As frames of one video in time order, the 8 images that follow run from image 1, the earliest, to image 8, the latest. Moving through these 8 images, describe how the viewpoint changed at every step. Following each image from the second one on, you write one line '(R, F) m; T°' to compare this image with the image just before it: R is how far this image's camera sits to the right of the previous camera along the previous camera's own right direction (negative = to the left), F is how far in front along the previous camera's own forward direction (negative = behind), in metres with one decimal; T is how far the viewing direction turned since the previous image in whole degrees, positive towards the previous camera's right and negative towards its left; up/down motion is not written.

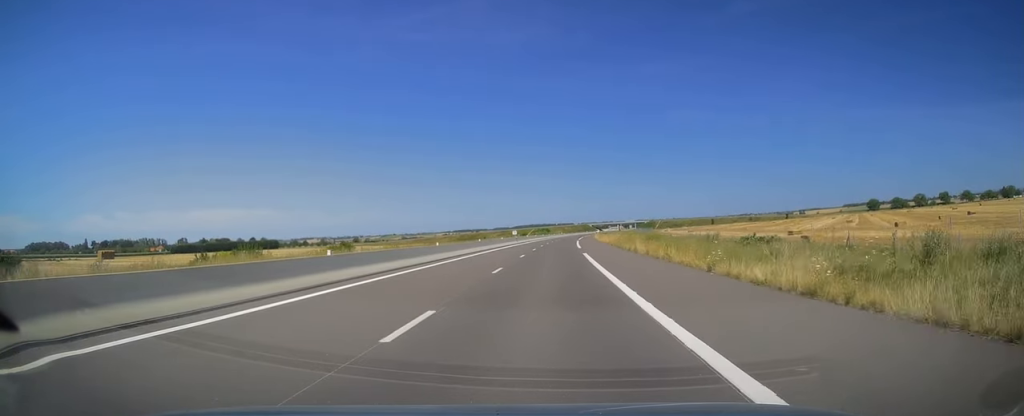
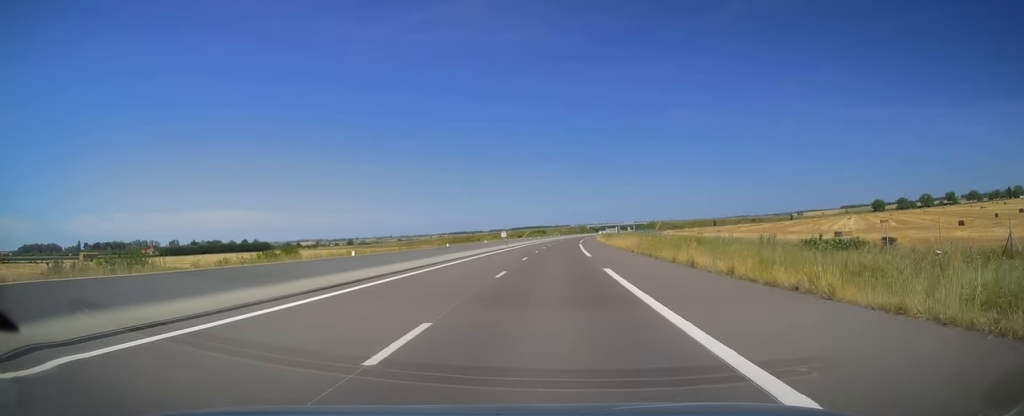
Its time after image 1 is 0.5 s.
(+0.2, +14.3) m; 0°
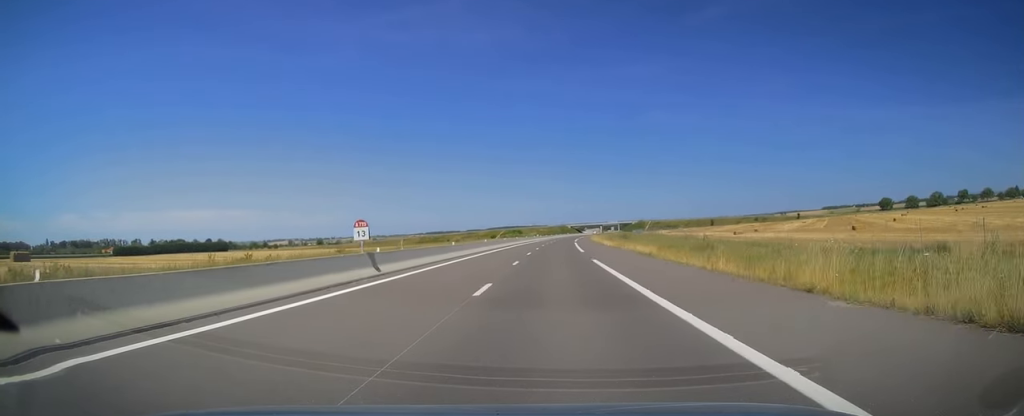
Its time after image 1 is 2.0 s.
(+0.2, +44.8) m; +2°
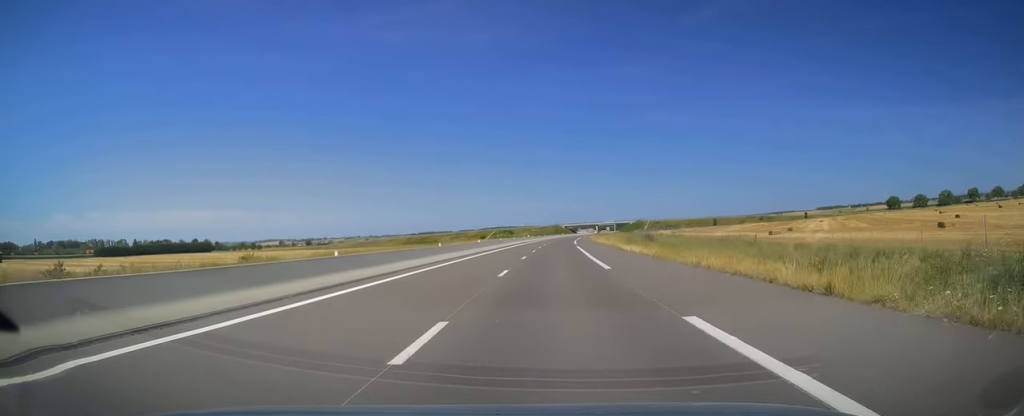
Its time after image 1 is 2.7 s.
(+0.5, +20.2) m; +1°
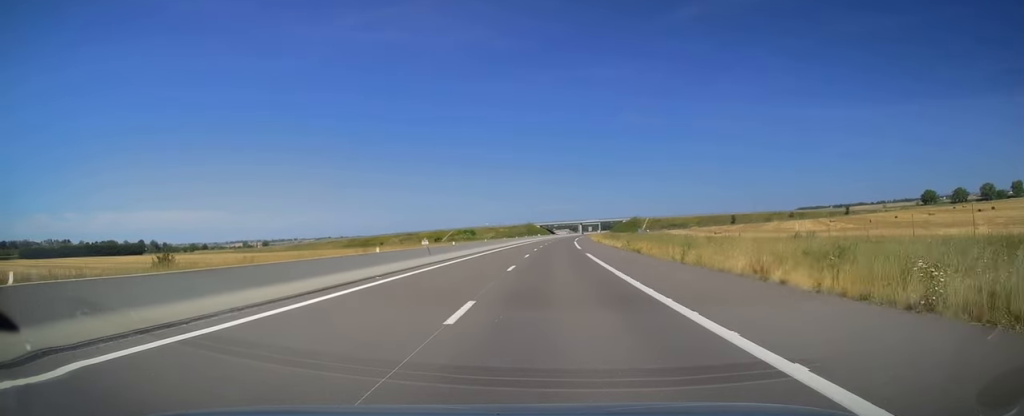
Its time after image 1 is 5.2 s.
(+1.1, +75.3) m; +3°
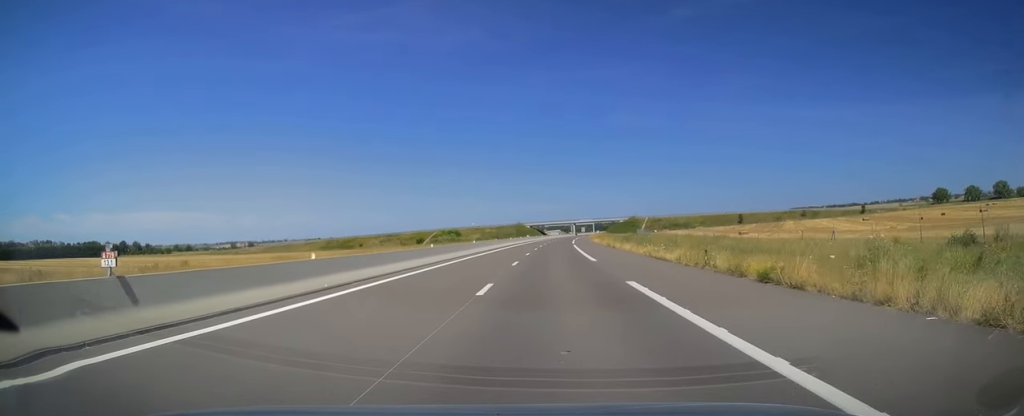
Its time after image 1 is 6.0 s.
(+0.2, +21.6) m; +1°
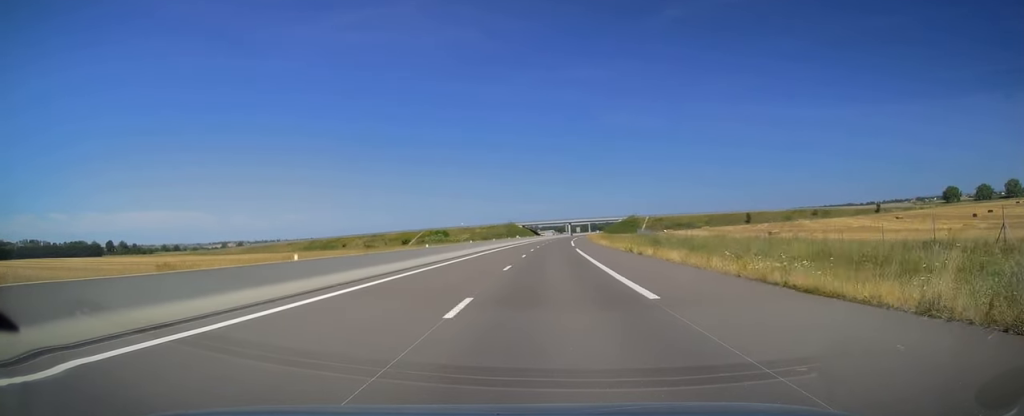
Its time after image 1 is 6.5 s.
(+0.3, +16.7) m; 0°
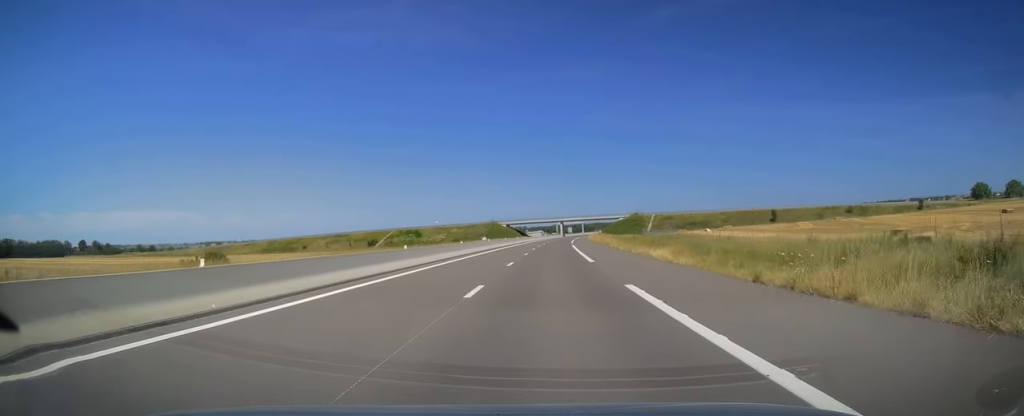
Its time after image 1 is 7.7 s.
(-0.2, +35.9) m; +1°
